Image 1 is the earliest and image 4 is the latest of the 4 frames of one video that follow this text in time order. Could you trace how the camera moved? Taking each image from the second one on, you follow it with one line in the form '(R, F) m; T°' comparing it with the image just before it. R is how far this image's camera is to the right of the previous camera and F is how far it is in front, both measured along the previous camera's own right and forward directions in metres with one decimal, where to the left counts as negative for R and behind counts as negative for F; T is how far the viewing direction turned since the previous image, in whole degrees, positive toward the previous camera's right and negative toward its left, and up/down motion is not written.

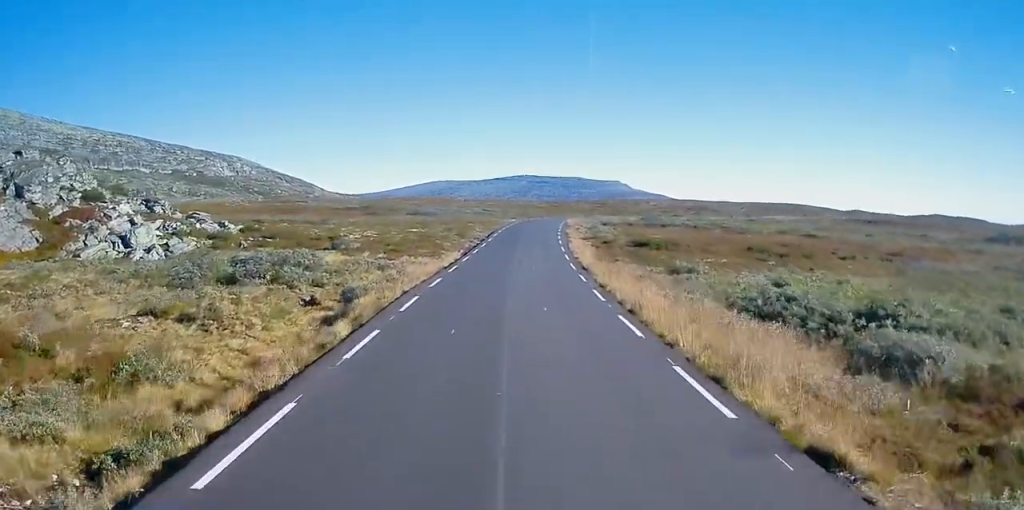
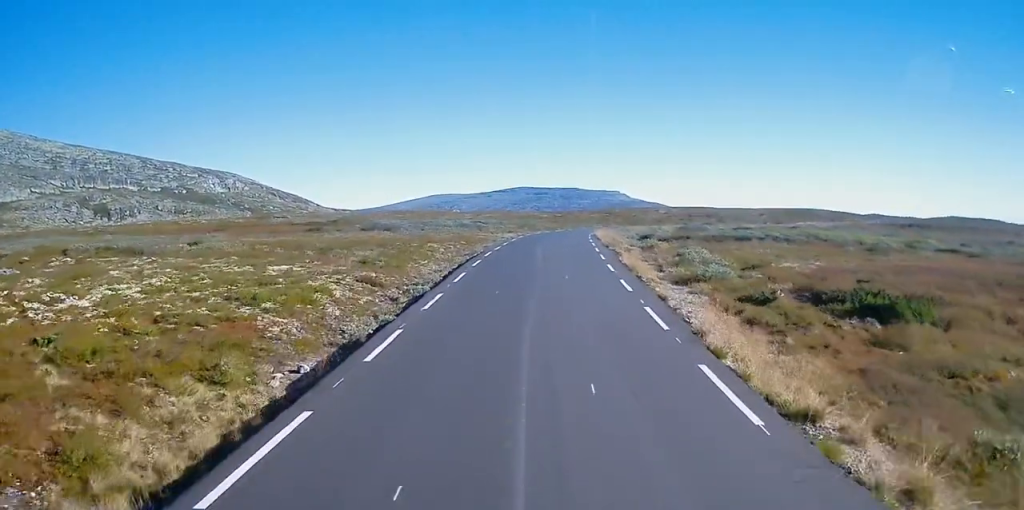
(+0.3, +36.6) m; 0°
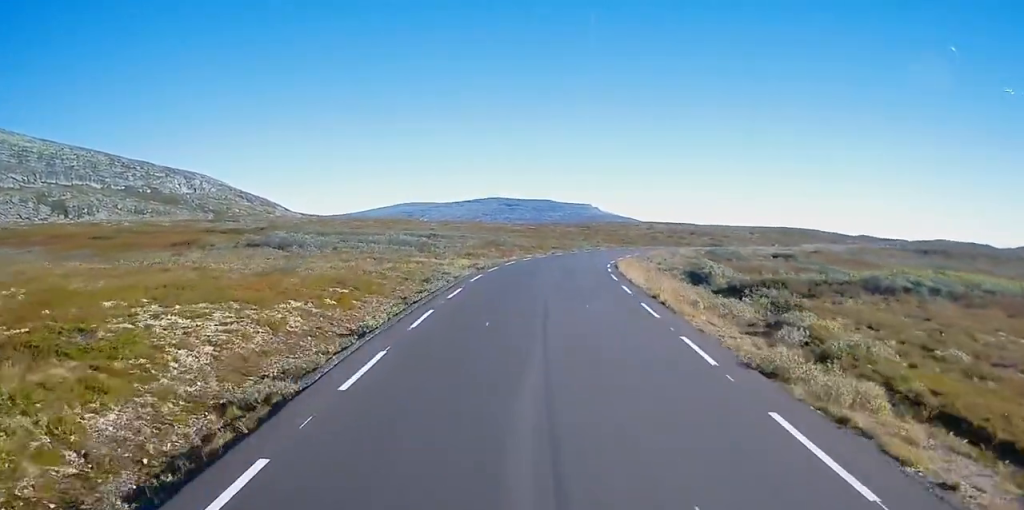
(+0.6, +31.4) m; +2°
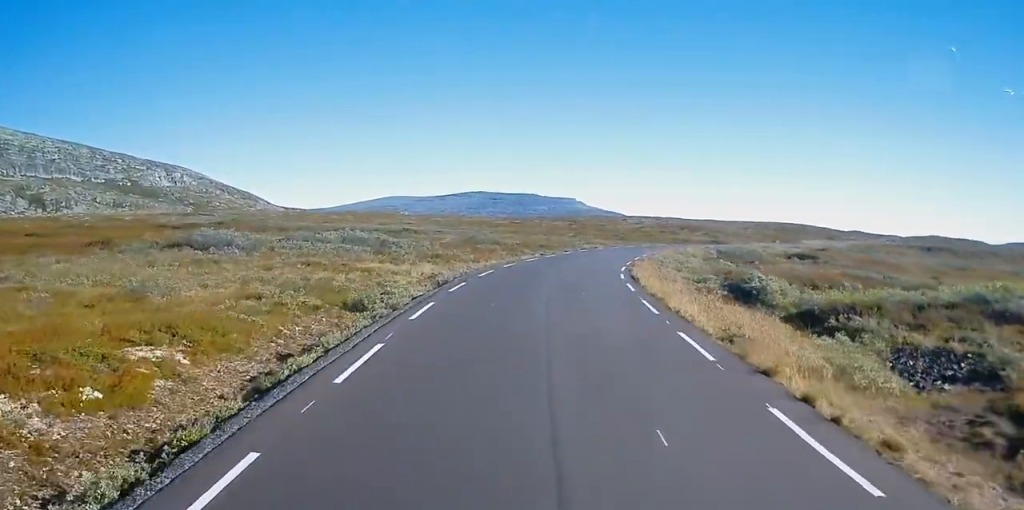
(0.0, +12.0) m; +2°
